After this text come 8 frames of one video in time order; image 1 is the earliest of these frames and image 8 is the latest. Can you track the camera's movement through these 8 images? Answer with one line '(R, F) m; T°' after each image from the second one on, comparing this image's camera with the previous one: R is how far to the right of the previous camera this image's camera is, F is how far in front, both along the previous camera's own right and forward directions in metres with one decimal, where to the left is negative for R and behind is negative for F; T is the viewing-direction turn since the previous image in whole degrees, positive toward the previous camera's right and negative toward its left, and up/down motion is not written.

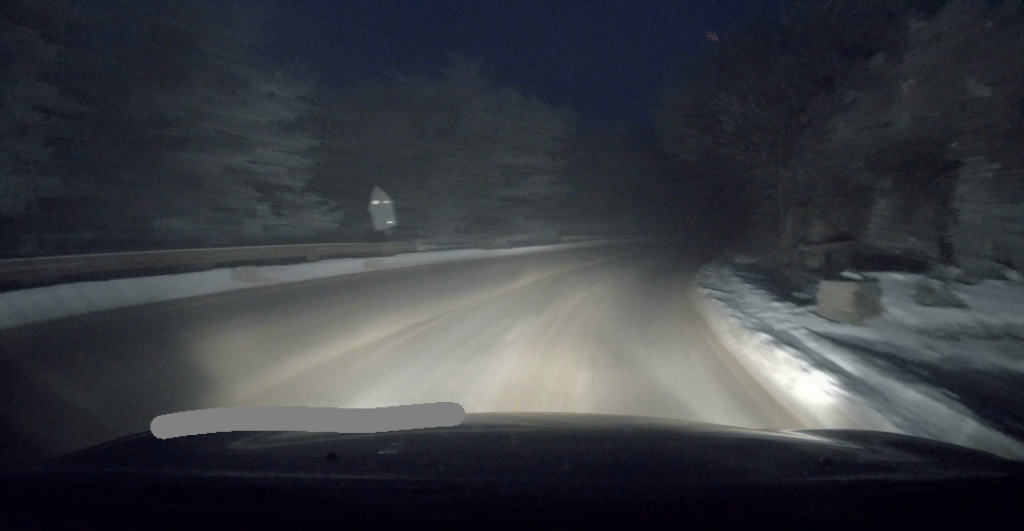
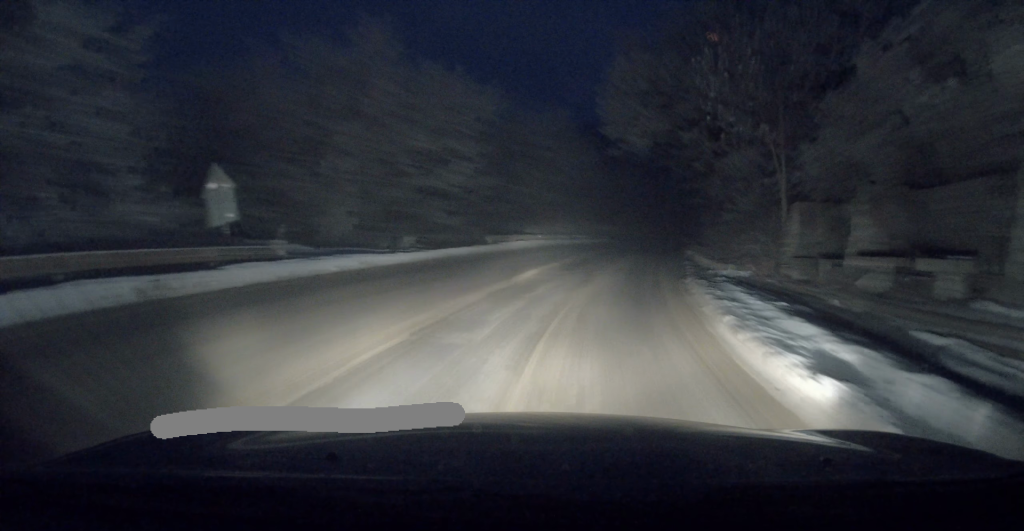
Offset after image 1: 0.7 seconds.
(+0.4, +6.5) m; +8°
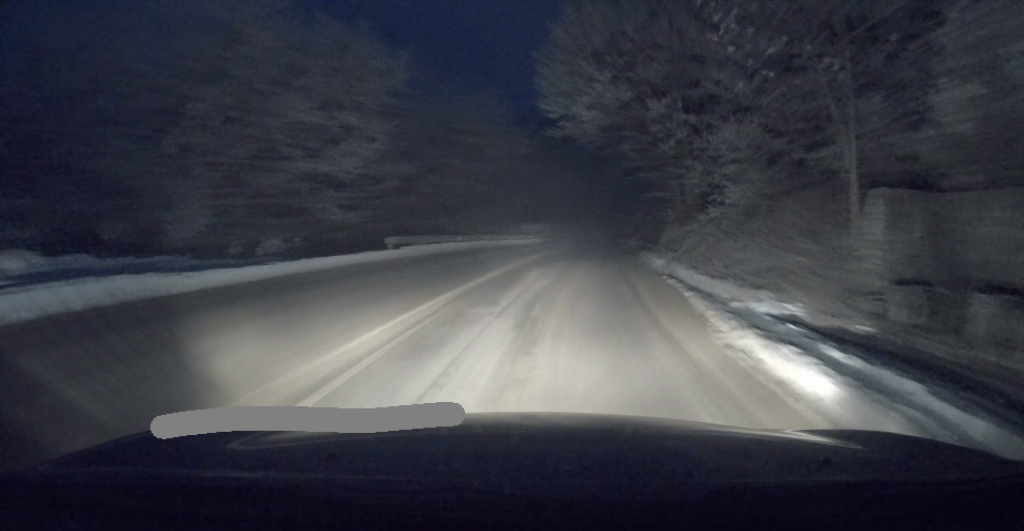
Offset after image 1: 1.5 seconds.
(+0.6, +7.5) m; +4°
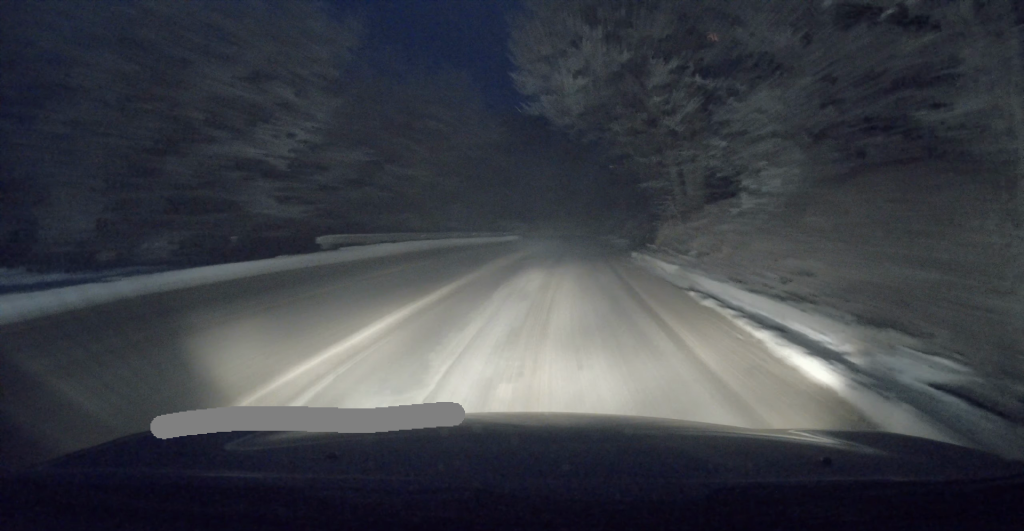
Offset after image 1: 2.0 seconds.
(+0.1, +4.8) m; +1°
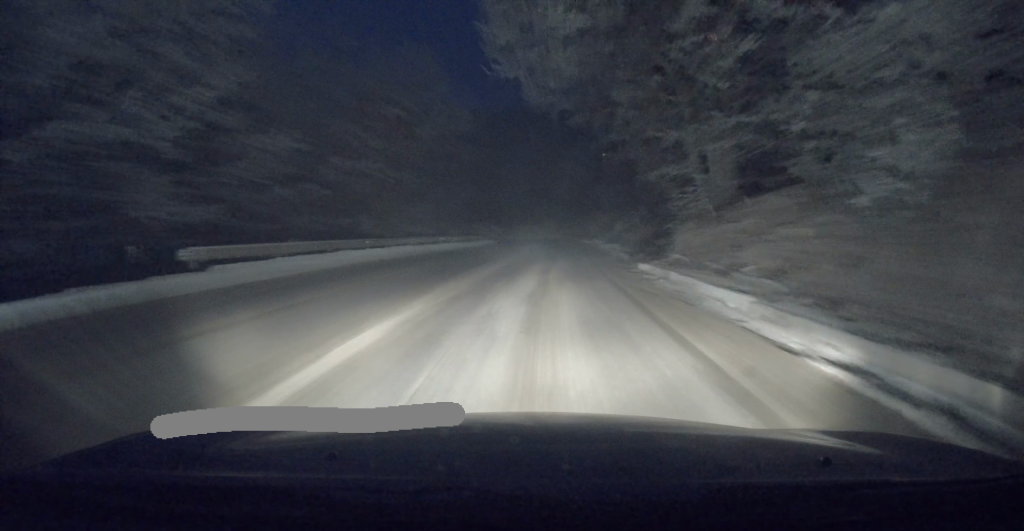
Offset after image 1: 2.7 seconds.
(0.0, +6.3) m; 0°
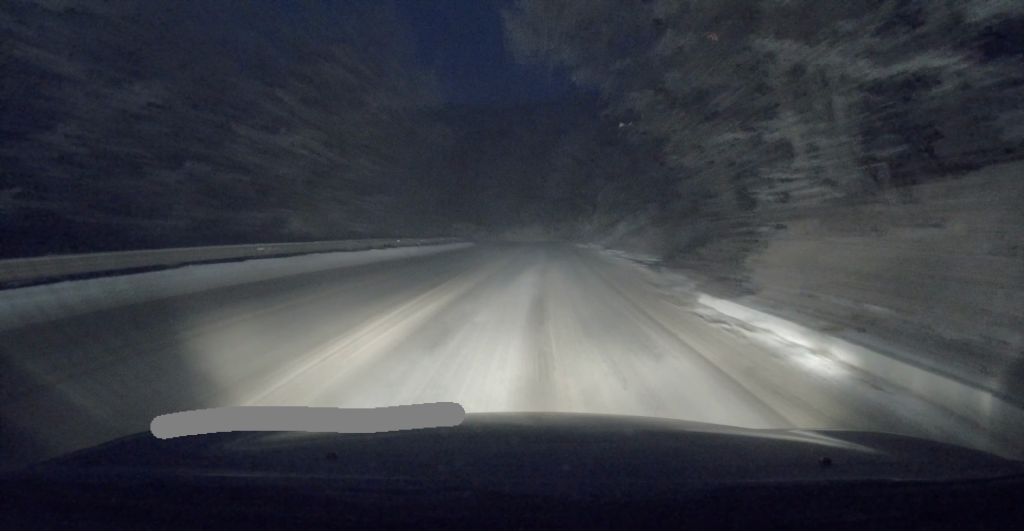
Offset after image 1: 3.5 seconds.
(0.0, +8.2) m; 0°
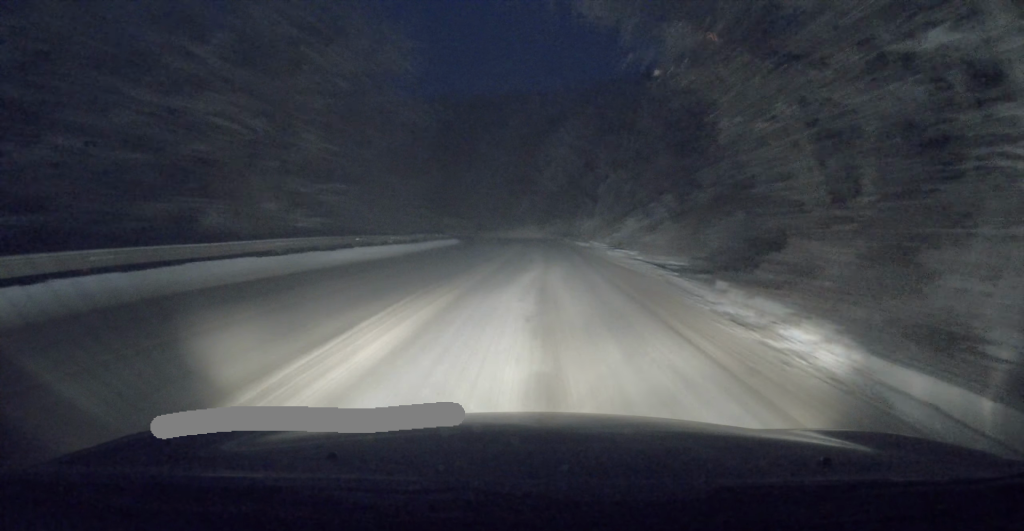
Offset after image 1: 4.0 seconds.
(0.0, +5.8) m; 0°
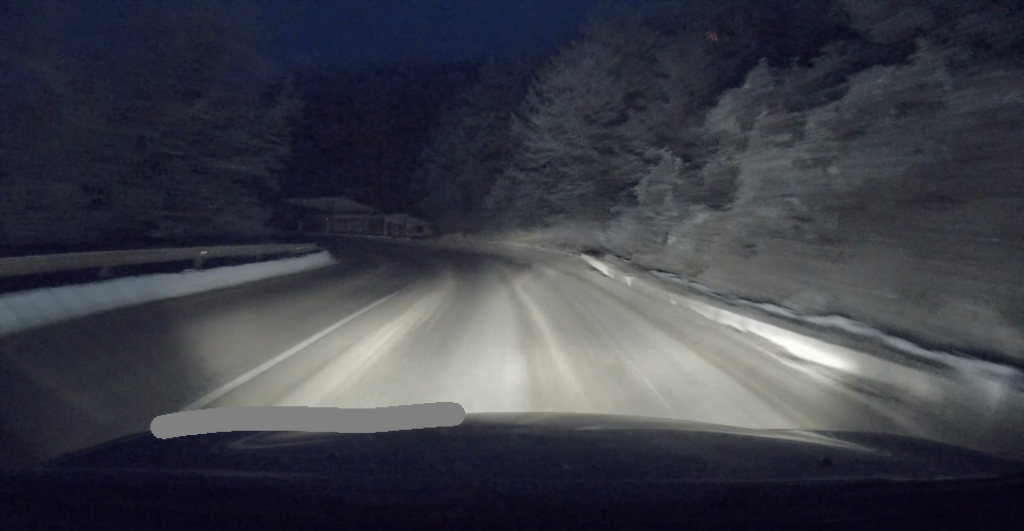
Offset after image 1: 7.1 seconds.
(+1.1, +31.3) m; +1°
